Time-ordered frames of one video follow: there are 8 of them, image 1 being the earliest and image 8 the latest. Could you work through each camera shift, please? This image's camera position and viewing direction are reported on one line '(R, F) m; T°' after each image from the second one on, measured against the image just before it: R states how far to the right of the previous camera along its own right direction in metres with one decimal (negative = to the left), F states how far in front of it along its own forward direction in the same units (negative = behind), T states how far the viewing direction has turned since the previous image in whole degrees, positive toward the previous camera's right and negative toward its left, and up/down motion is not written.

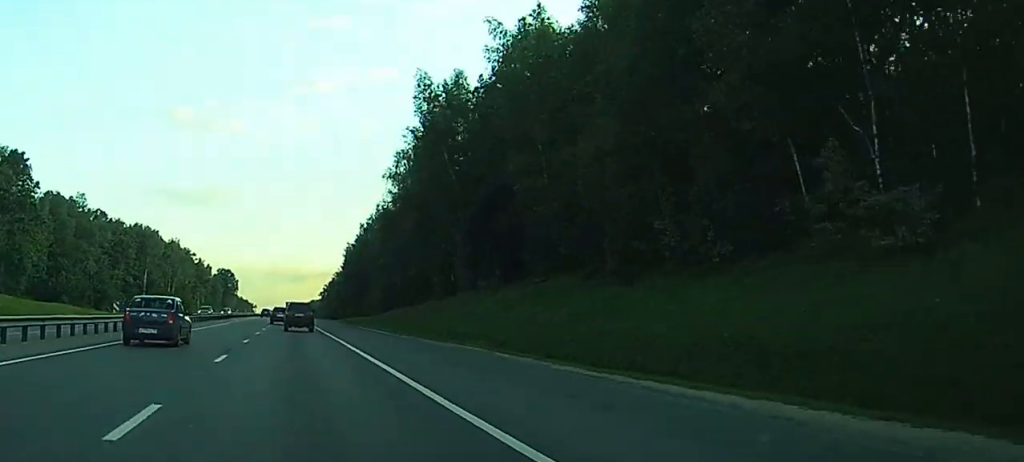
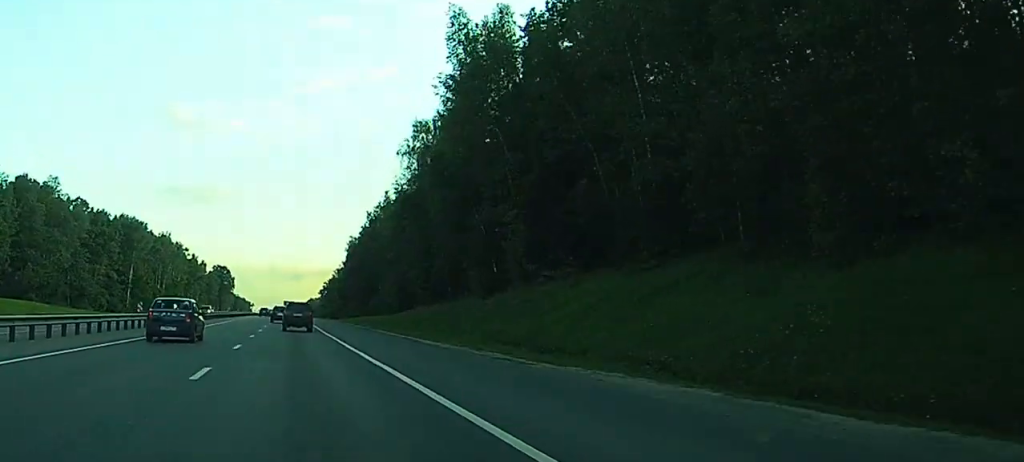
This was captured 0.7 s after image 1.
(-0.3, +17.2) m; -1°
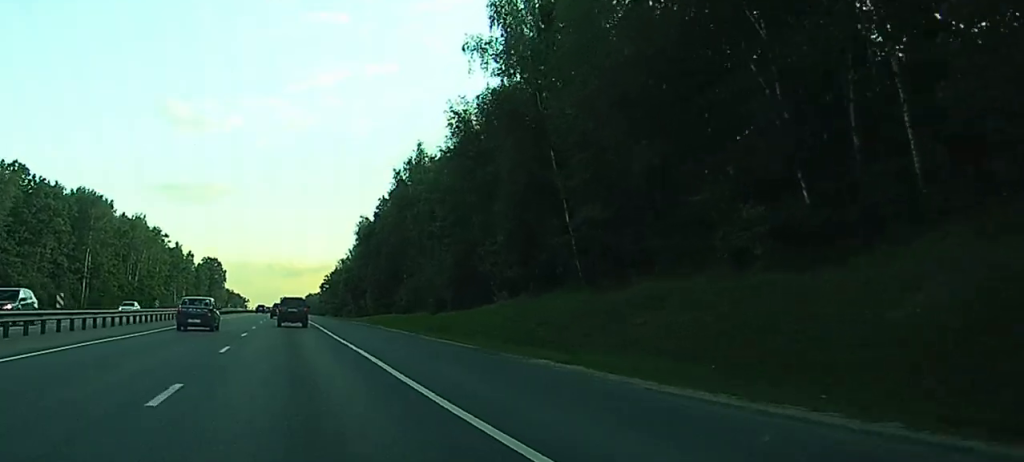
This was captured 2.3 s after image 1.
(-0.3, +39.9) m; 0°
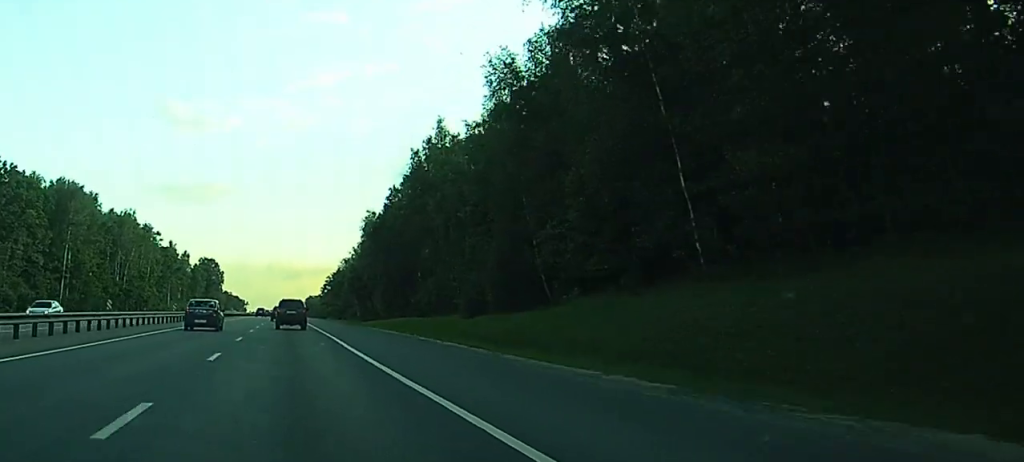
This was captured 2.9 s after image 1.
(+0.1, +14.6) m; 0°
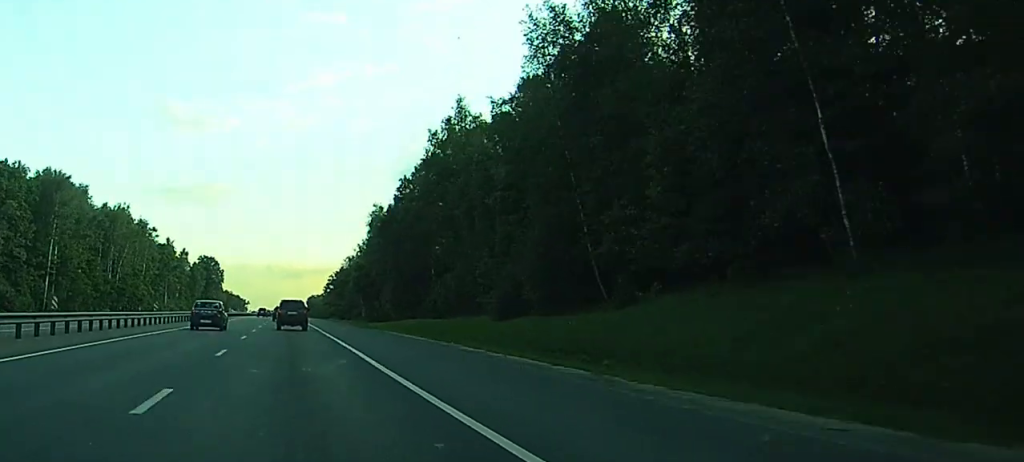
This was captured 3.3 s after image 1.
(0.0, +9.7) m; 0°
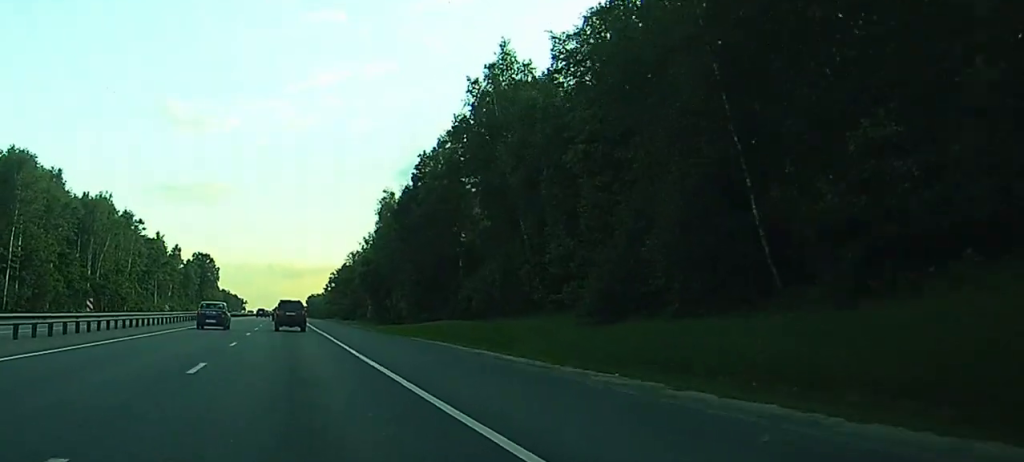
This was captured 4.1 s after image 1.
(-0.1, +17.8) m; 0°
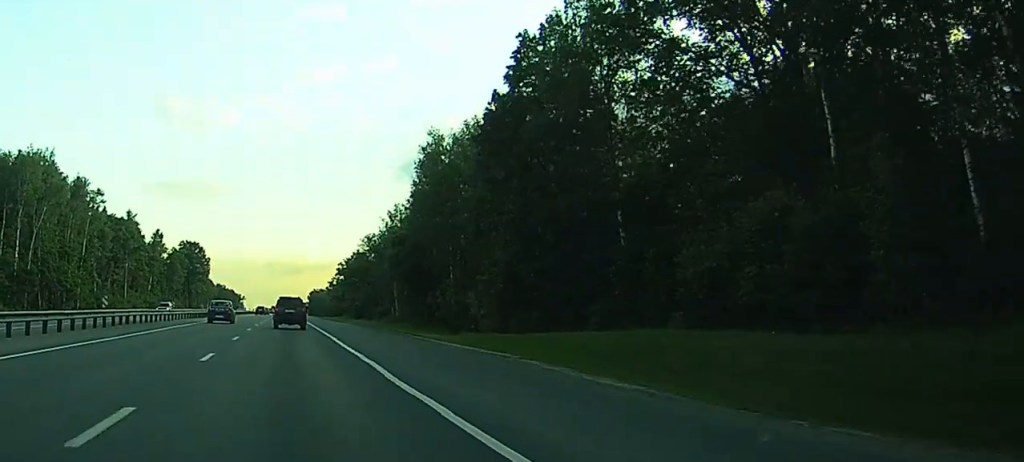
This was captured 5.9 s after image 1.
(+0.6, +43.7) m; +1°
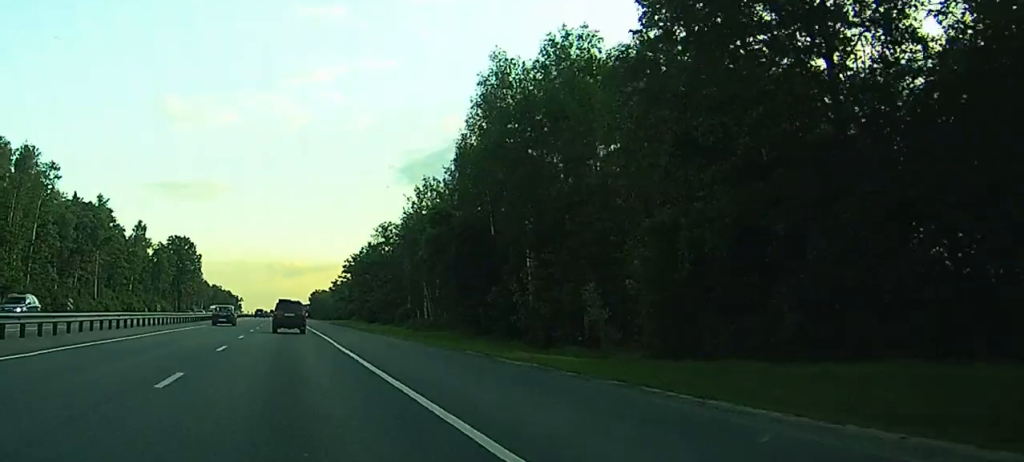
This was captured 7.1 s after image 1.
(+0.1, +29.8) m; -1°
